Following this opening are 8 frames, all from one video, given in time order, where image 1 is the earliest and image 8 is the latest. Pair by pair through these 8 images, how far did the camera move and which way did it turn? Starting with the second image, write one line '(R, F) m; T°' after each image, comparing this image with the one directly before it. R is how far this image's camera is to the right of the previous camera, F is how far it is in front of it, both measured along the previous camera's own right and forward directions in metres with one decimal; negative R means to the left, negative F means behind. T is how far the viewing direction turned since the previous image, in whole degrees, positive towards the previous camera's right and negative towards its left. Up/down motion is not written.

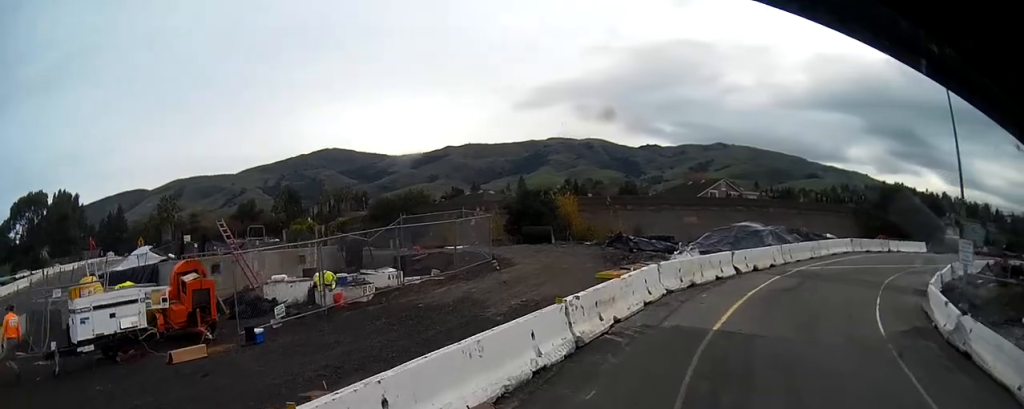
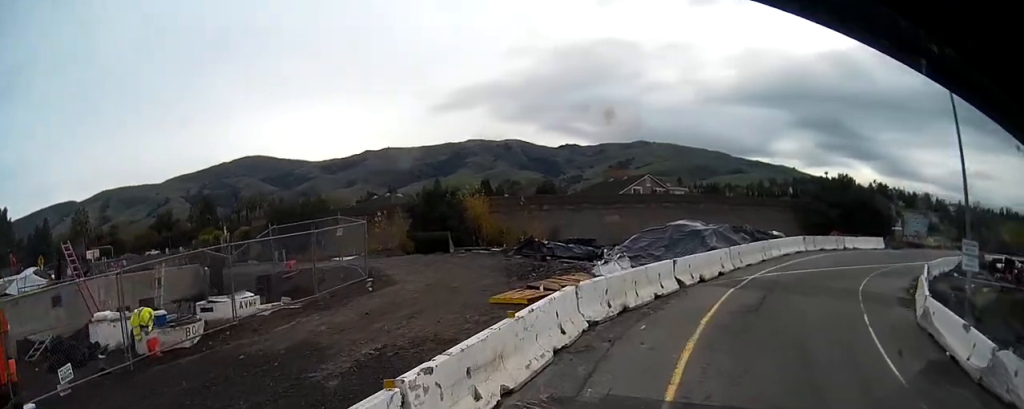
(+0.3, +4.4) m; +7°
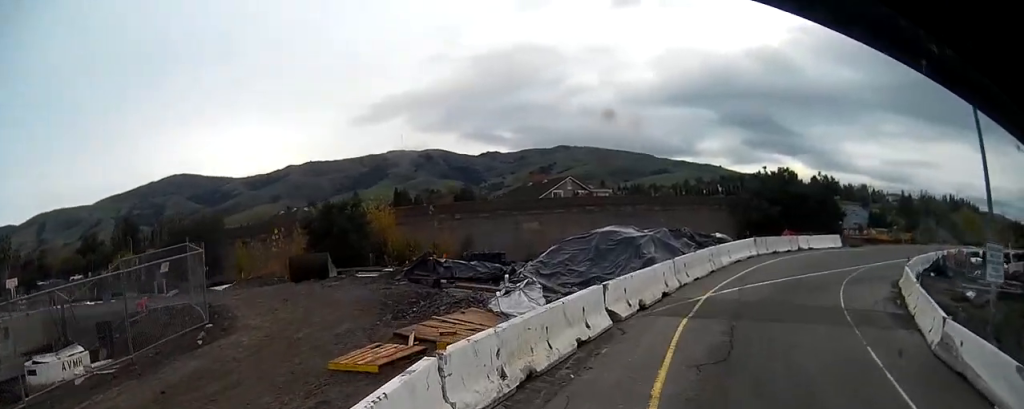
(+0.2, +4.8) m; +7°
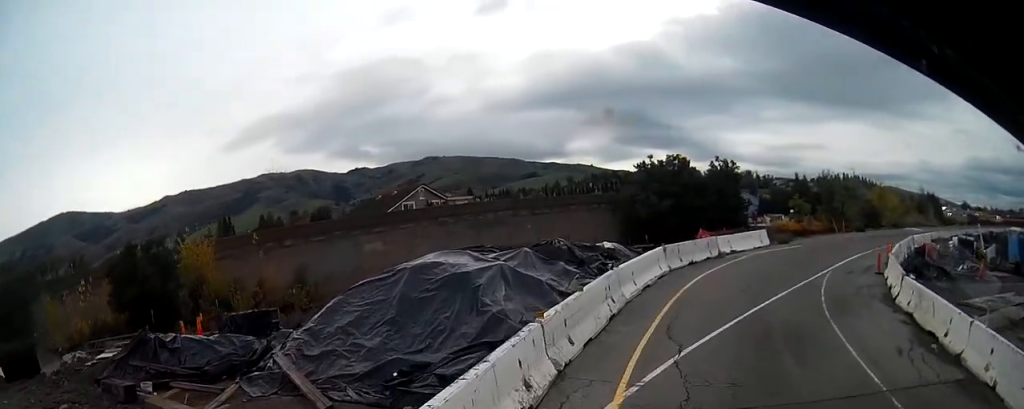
(+1.3, +8.8) m; +15°
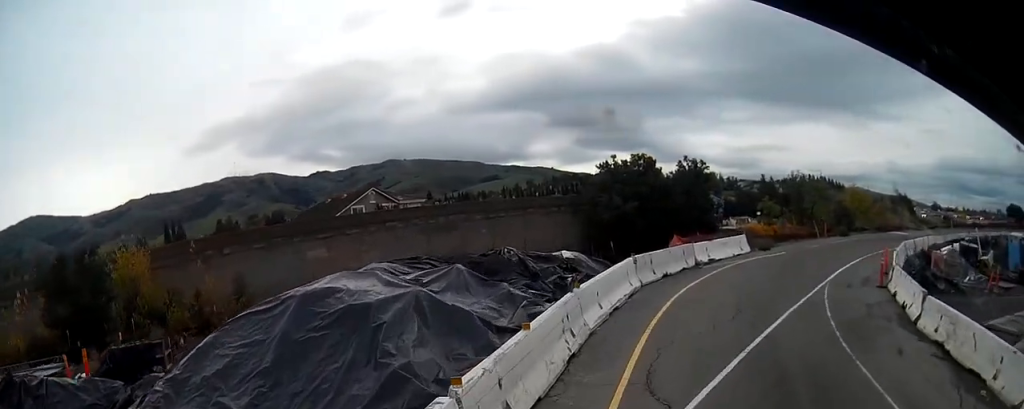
(+0.1, +3.0) m; +4°
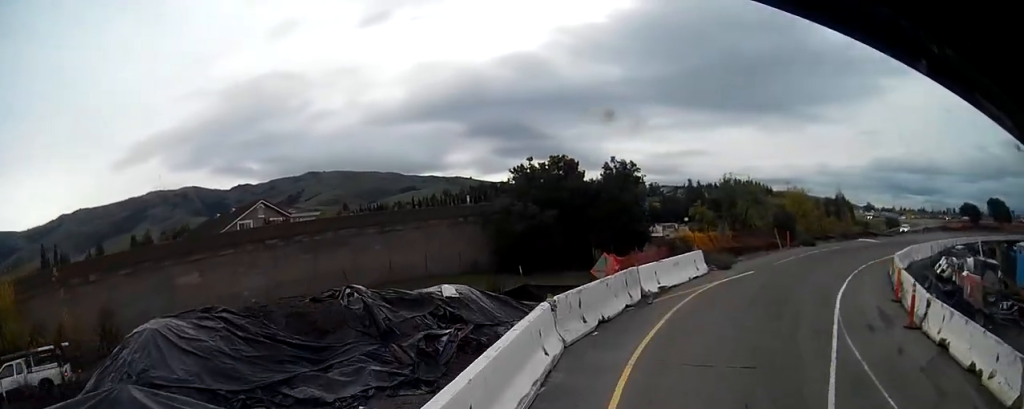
(+0.3, +6.1) m; +8°
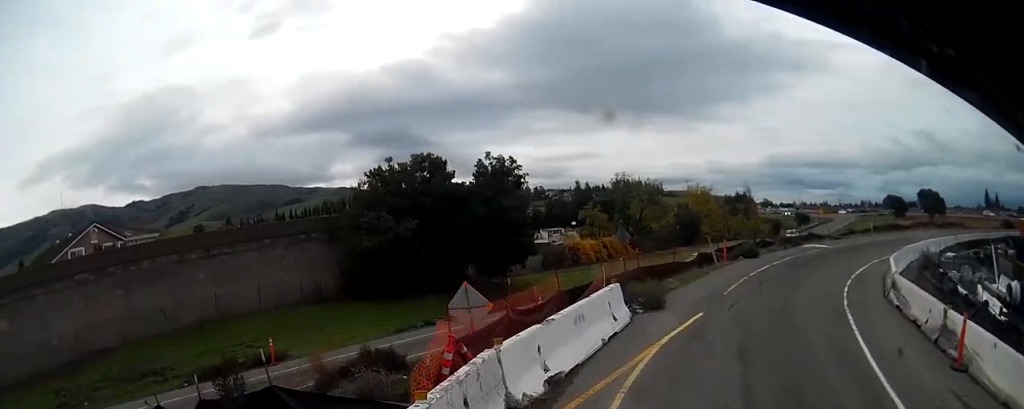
(+0.6, +8.3) m; +15°
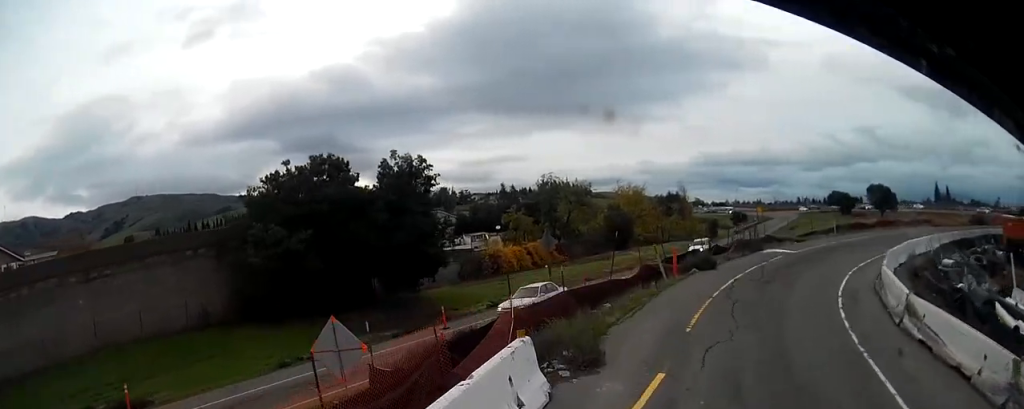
(+0.6, +4.8) m; +9°
